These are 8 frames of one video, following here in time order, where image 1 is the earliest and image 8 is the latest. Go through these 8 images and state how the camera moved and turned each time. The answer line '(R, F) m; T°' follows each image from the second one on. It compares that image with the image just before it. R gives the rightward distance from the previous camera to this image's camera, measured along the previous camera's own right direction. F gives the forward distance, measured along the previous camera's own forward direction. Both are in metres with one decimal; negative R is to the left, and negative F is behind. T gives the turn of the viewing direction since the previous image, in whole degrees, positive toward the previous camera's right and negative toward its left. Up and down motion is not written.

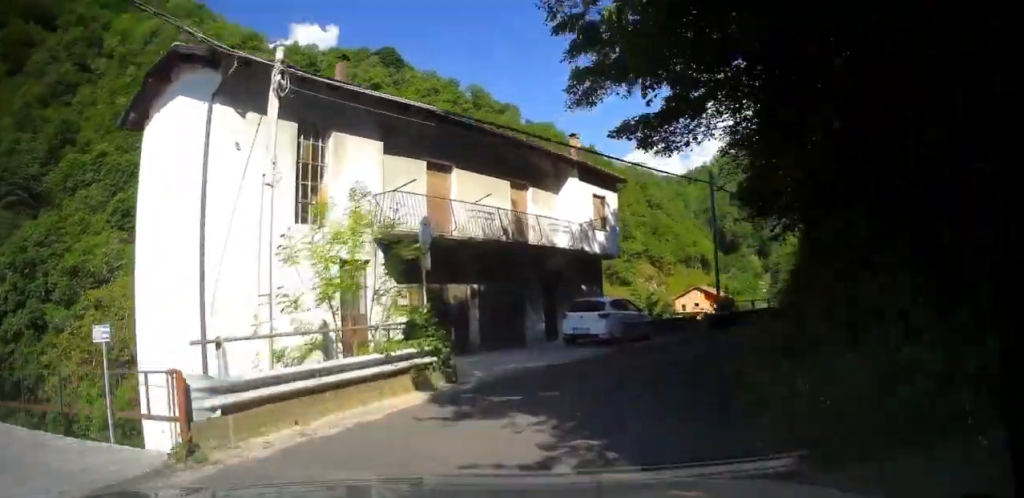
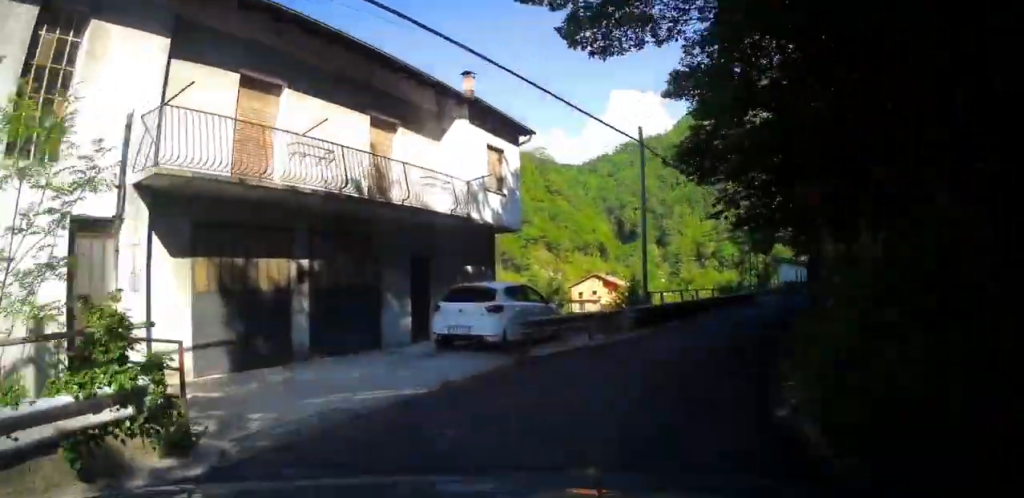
(+0.1, +6.1) m; +9°
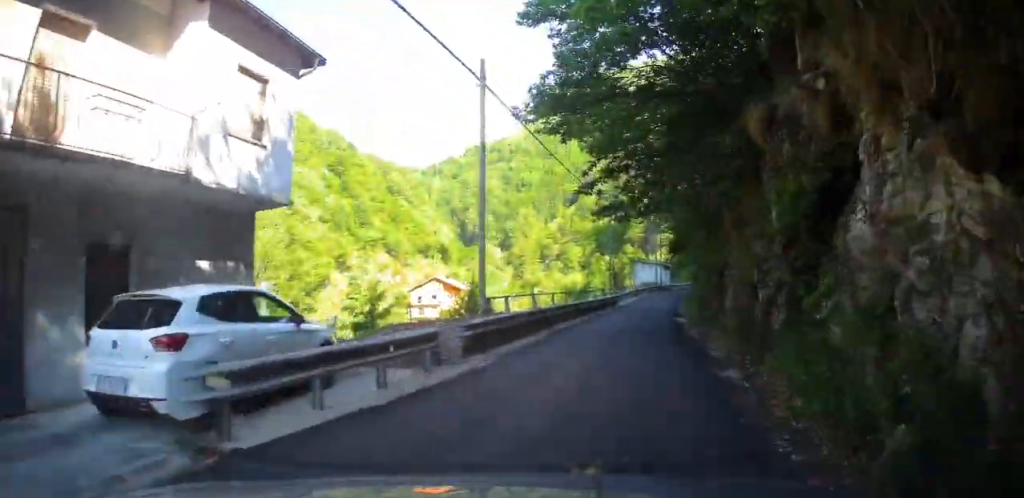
(-0.9, +6.4) m; +11°
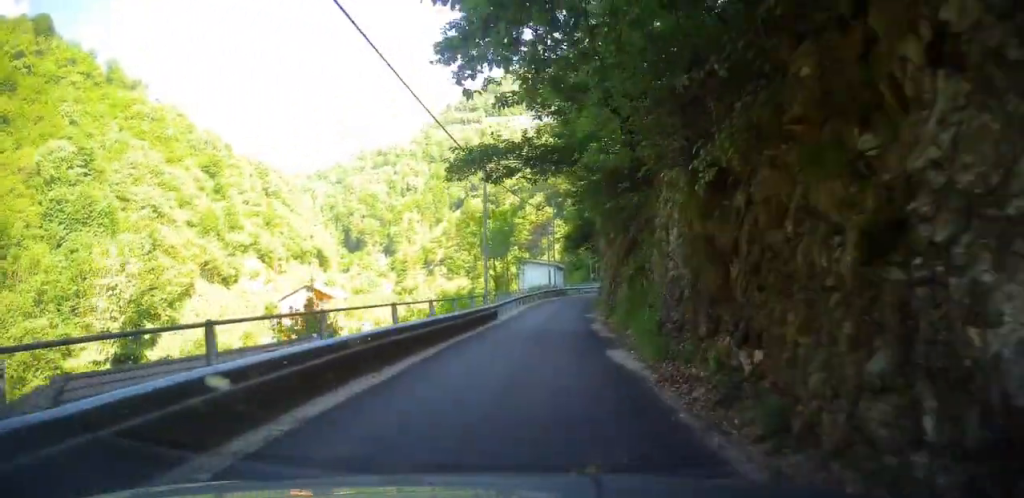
(+3.1, +11.2) m; +16°
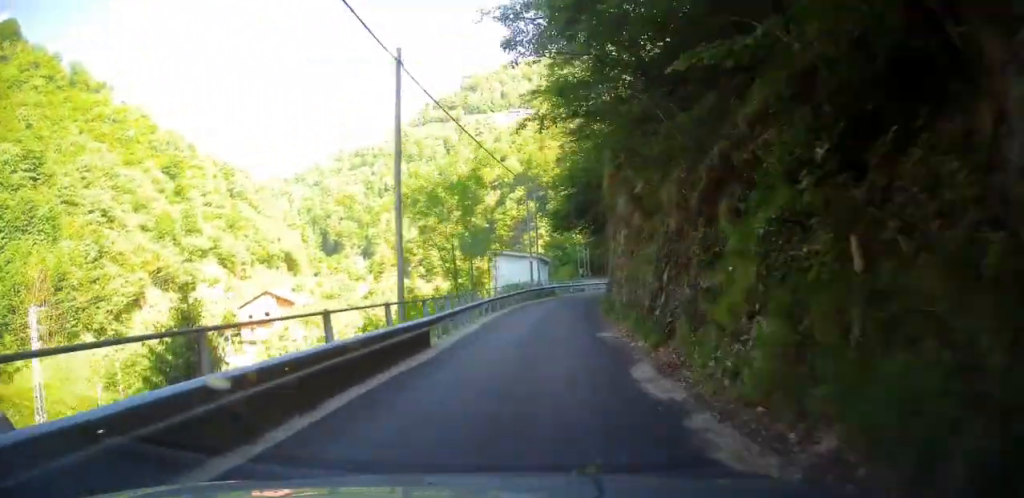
(+1.7, +11.9) m; +9°
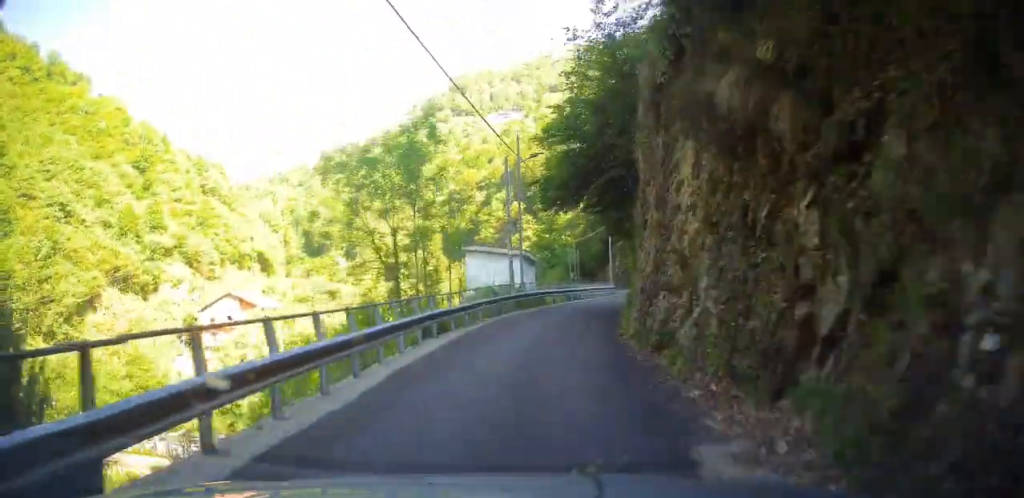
(0.0, +9.8) m; +2°
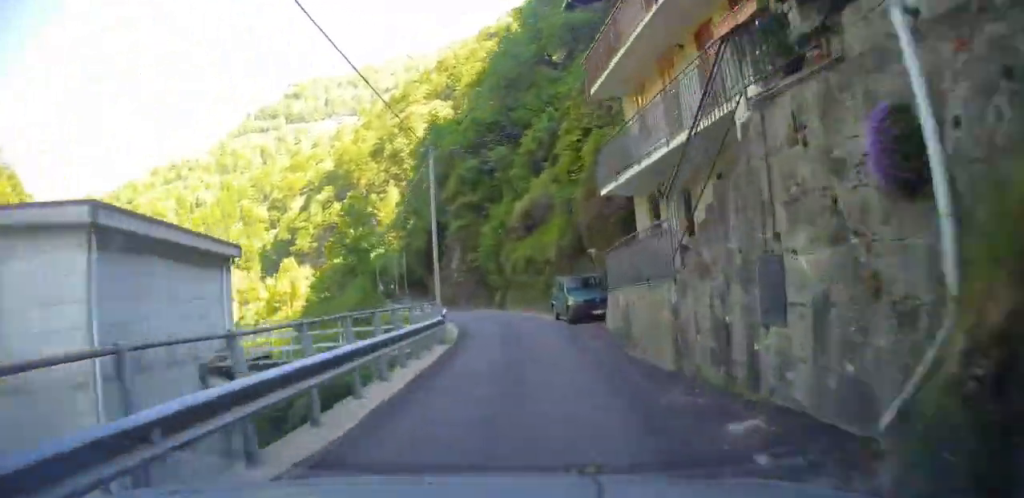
(+3.5, +32.4) m; +9°
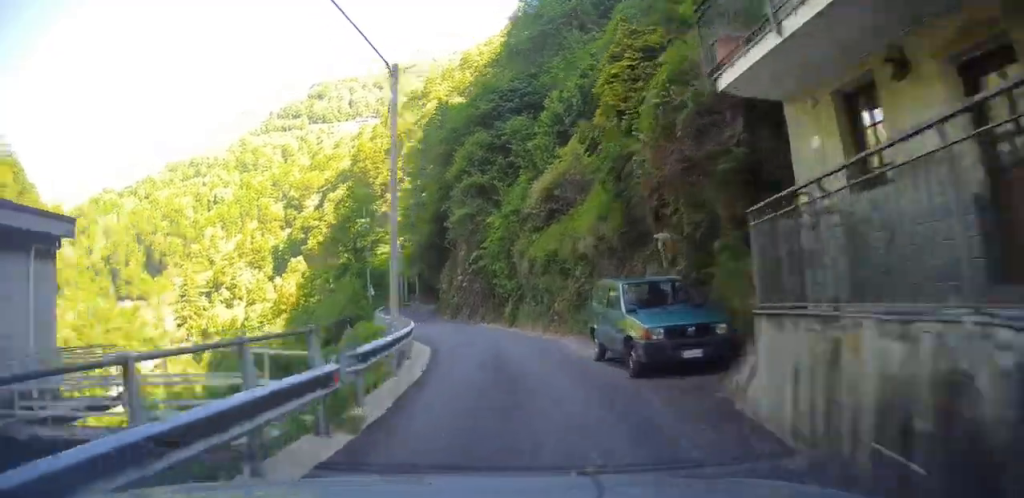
(+1.2, +9.0) m; 0°
